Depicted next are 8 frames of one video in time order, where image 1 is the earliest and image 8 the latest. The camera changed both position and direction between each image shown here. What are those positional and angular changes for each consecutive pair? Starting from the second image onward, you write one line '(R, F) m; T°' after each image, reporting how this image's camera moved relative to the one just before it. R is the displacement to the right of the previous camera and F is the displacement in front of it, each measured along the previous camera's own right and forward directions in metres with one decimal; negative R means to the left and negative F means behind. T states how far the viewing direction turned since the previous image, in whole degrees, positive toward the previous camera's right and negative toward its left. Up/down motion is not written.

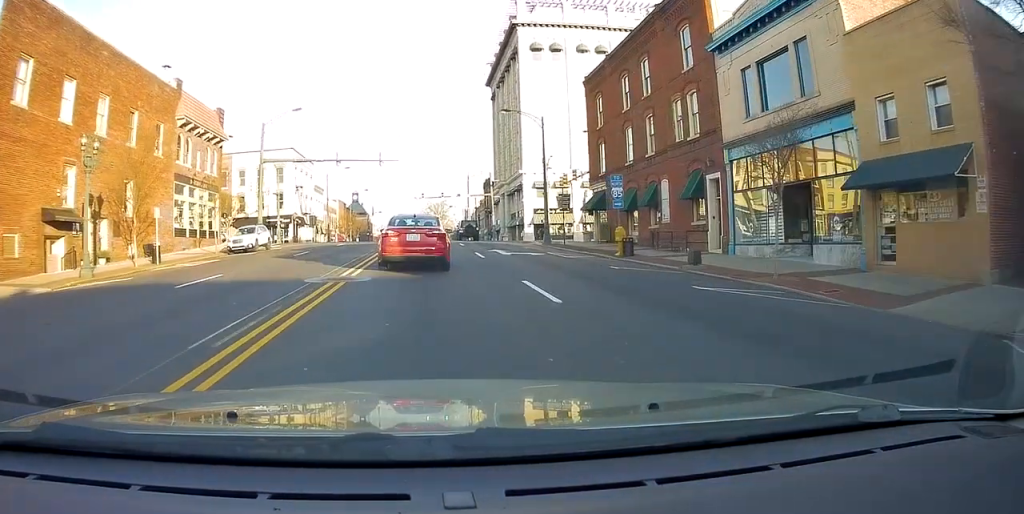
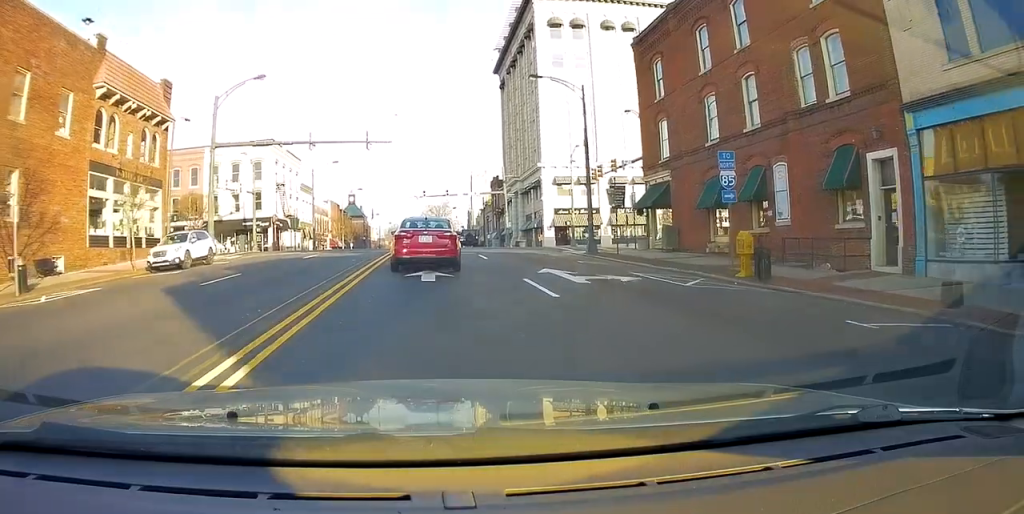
(-0.1, +11.5) m; -1°
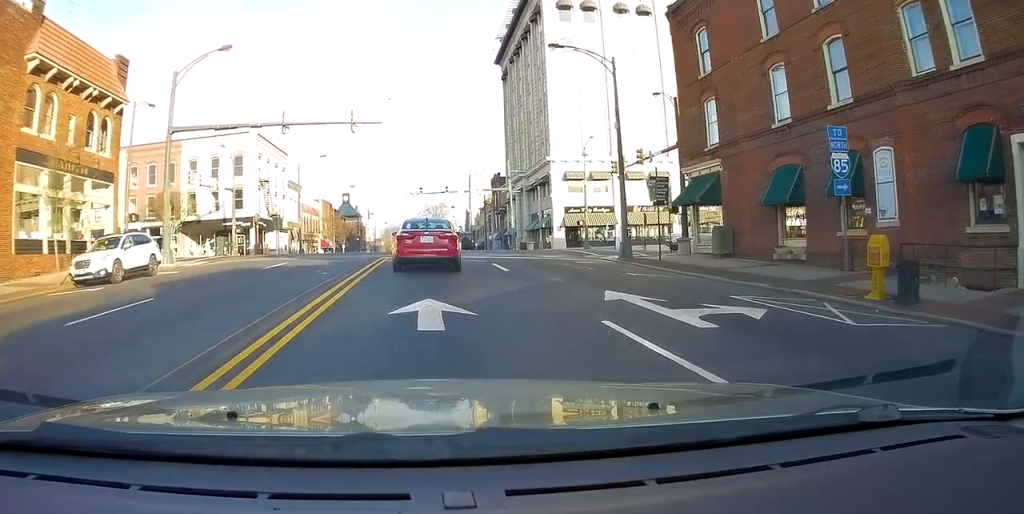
(-0.3, +6.3) m; +1°
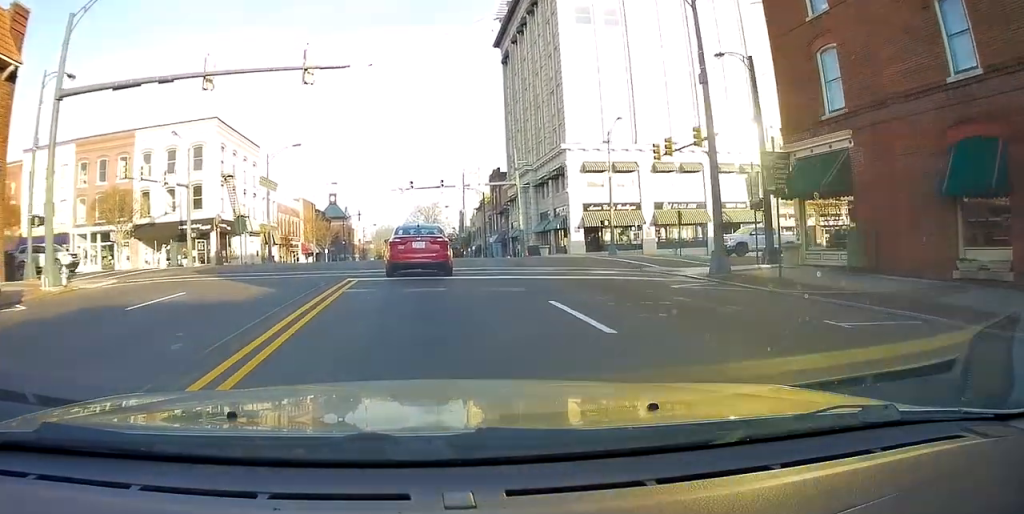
(+0.5, +9.6) m; +2°
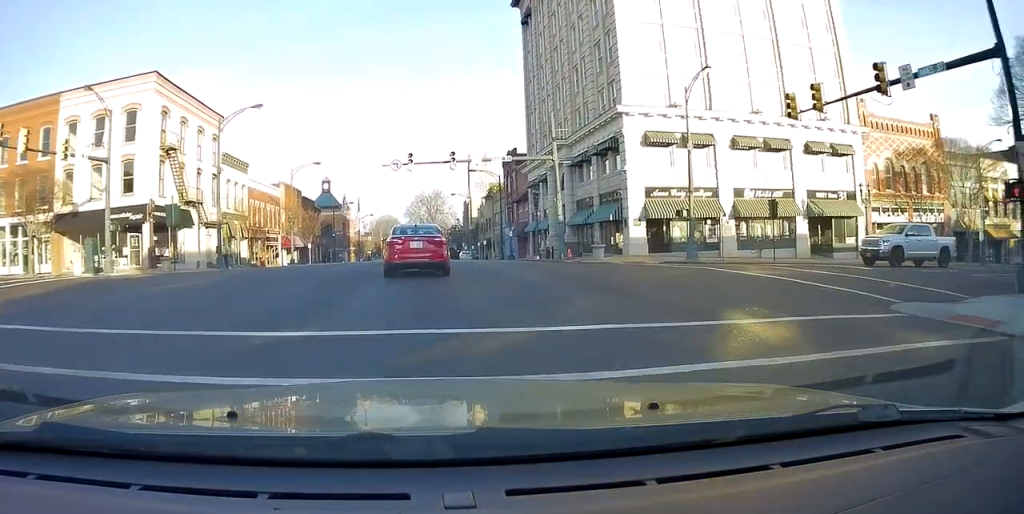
(-0.3, +13.3) m; -2°
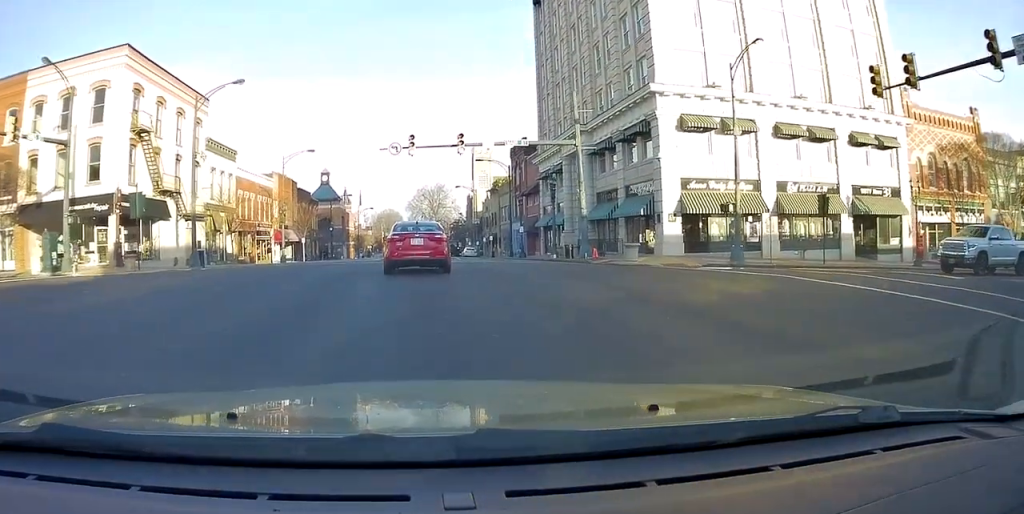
(0.0, +4.8) m; -1°
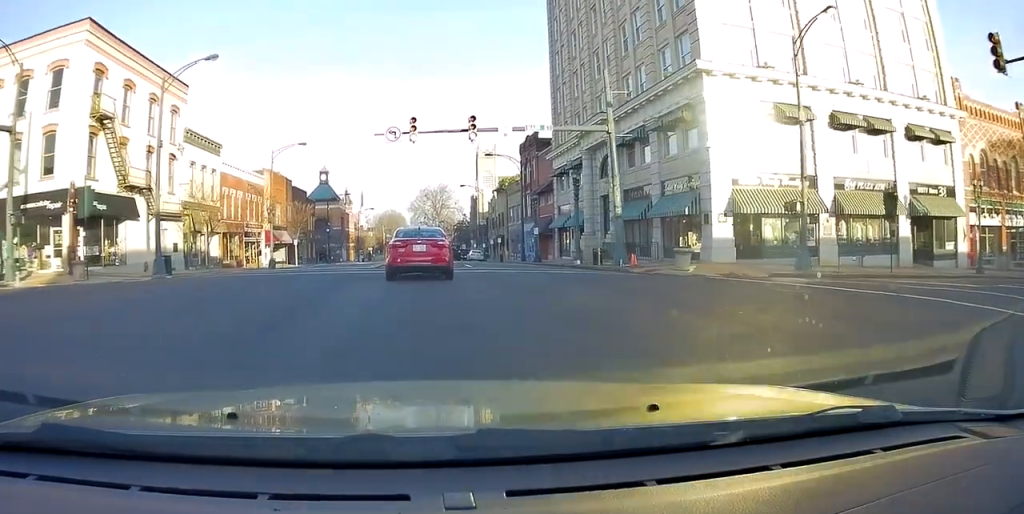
(0.0, +5.2) m; -1°
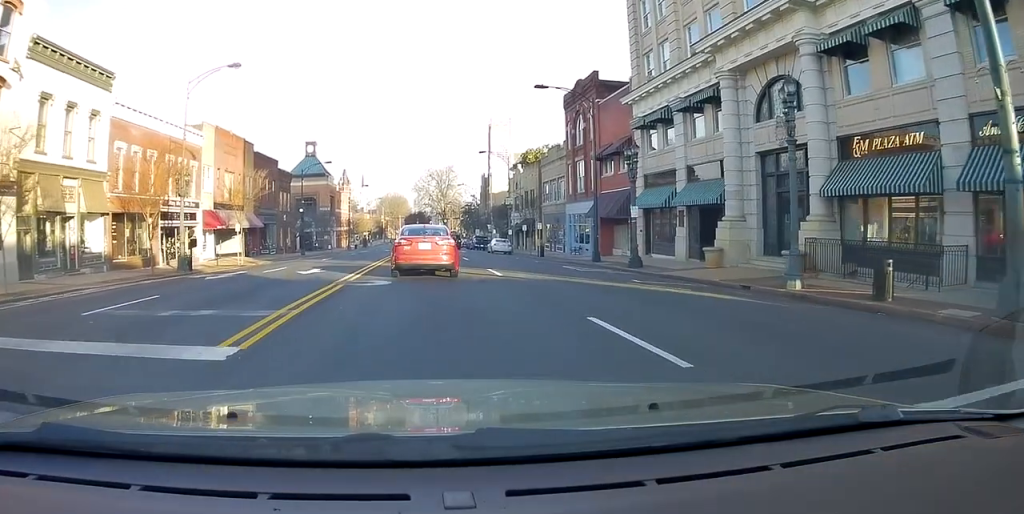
(0.0, +20.7) m; +2°
